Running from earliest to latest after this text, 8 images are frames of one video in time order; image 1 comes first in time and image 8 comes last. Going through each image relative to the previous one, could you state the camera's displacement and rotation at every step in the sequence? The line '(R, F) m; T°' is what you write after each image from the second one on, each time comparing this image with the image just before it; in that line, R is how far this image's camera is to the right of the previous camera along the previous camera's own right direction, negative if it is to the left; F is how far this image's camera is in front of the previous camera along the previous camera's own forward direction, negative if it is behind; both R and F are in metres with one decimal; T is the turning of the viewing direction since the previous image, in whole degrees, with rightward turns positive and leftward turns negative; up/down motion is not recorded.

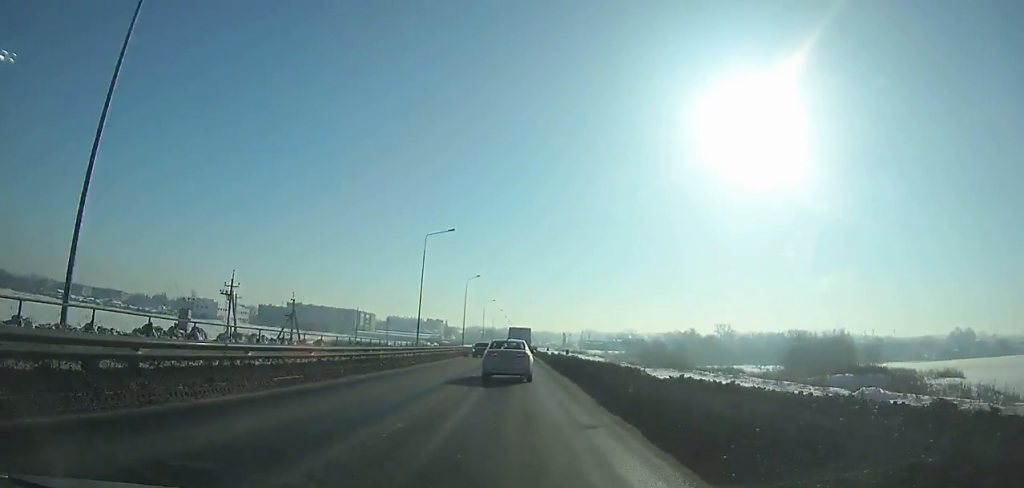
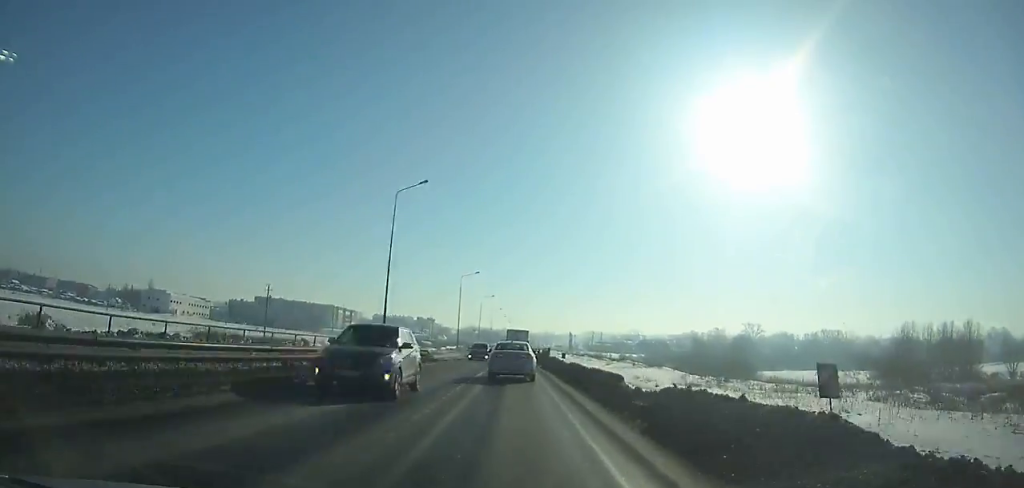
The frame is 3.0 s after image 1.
(-0.3, +53.1) m; 0°
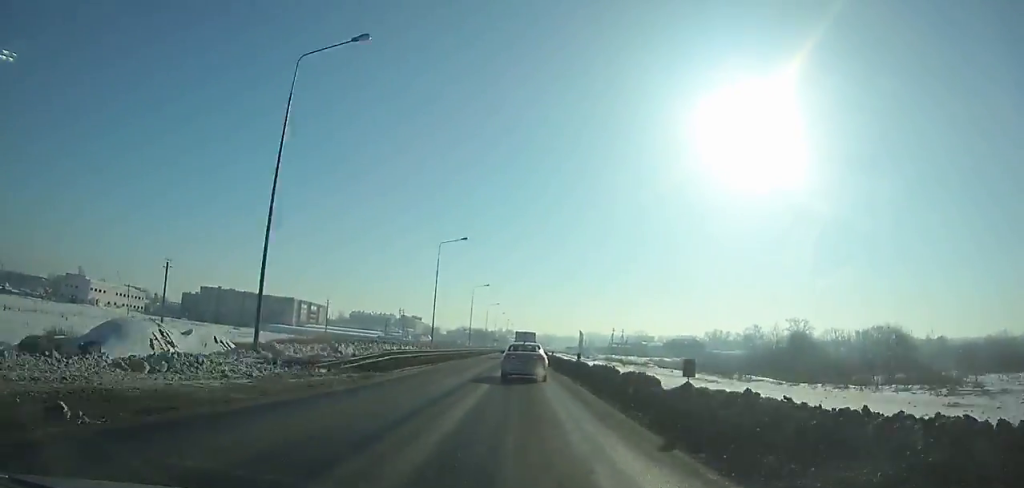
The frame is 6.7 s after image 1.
(+0.4, +63.9) m; +1°
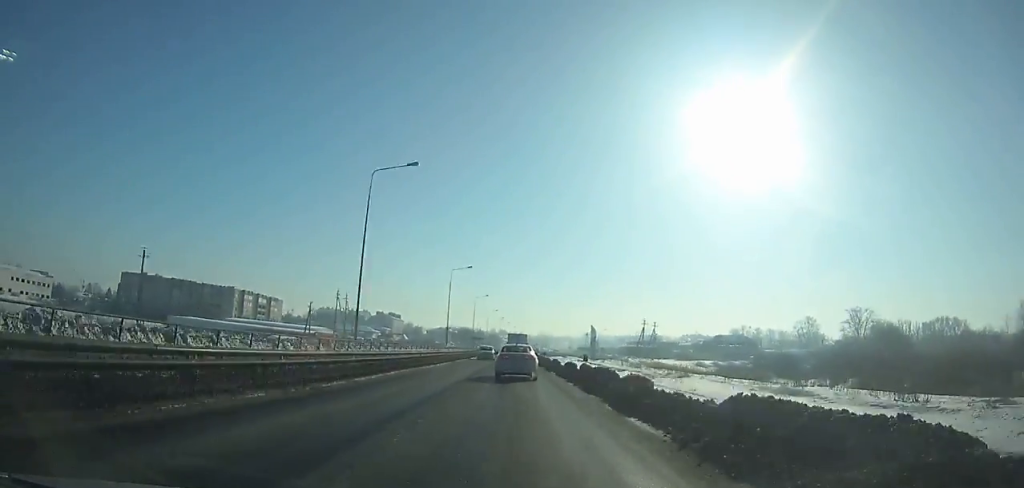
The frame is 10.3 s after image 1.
(+0.6, +62.1) m; 0°
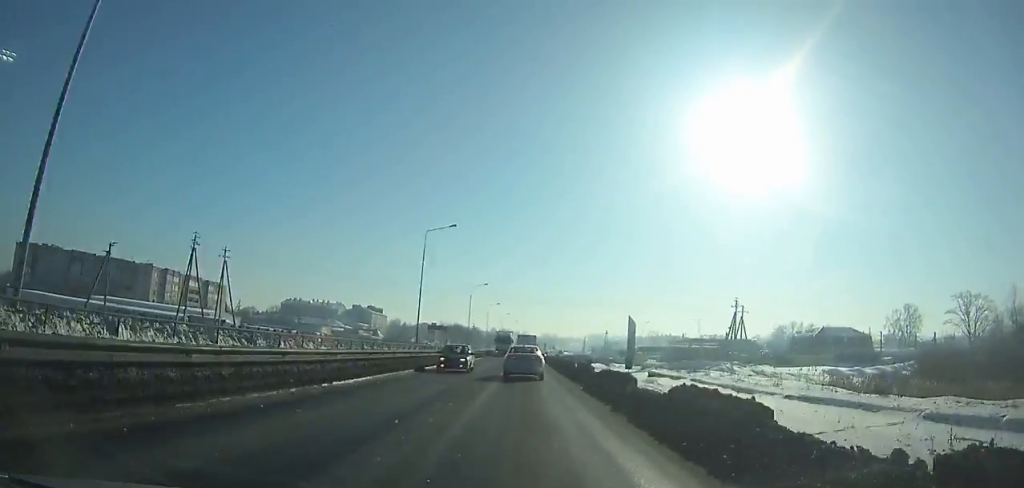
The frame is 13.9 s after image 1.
(0.0, +62.8) m; 0°
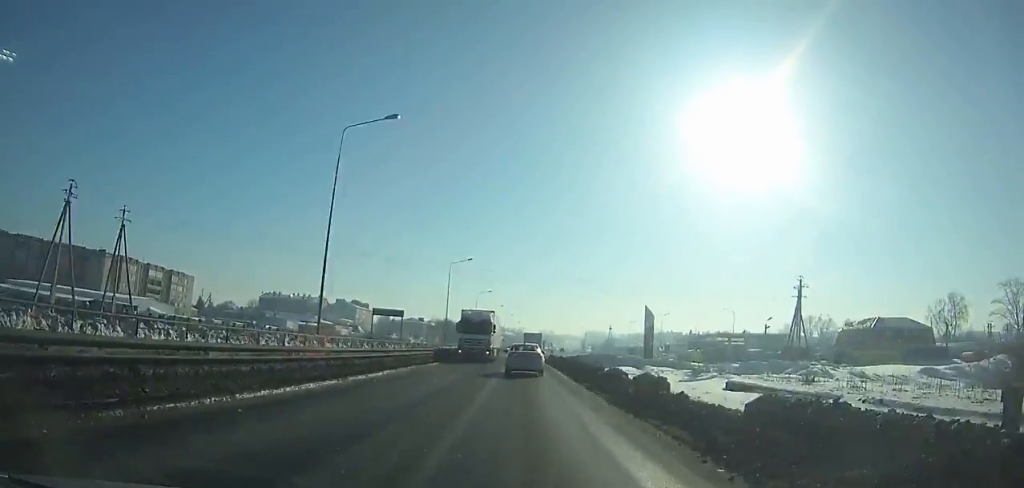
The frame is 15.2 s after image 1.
(-0.1, +22.8) m; 0°
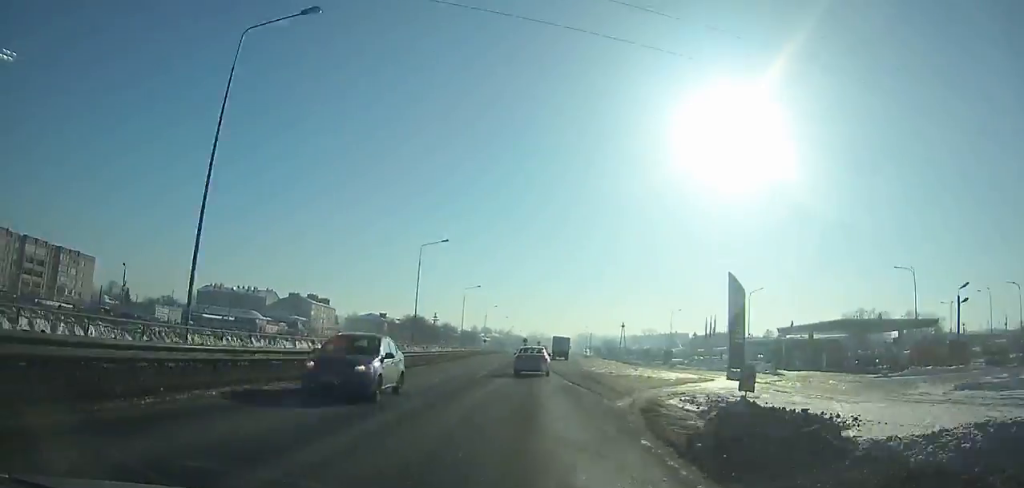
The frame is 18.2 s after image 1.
(+0.5, +54.0) m; +2°
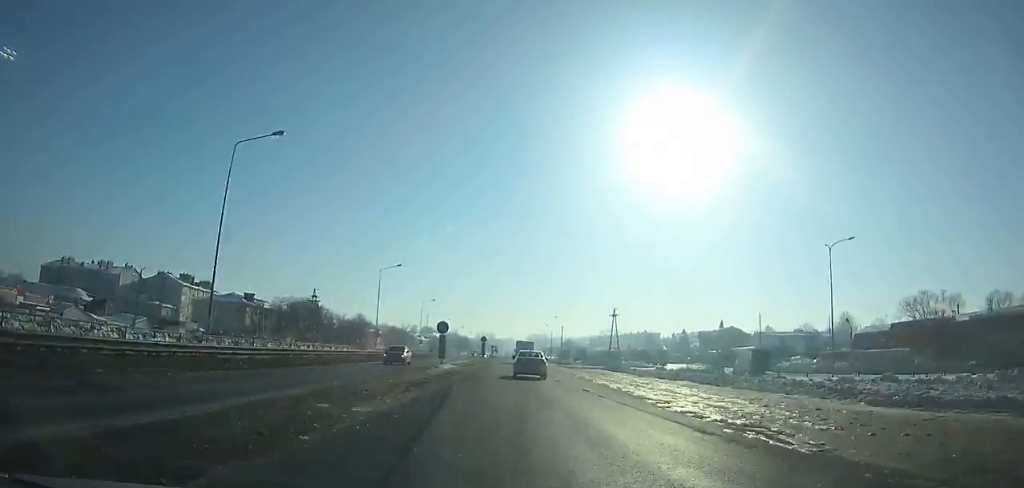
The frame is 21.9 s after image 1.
(+2.3, +69.6) m; +2°
